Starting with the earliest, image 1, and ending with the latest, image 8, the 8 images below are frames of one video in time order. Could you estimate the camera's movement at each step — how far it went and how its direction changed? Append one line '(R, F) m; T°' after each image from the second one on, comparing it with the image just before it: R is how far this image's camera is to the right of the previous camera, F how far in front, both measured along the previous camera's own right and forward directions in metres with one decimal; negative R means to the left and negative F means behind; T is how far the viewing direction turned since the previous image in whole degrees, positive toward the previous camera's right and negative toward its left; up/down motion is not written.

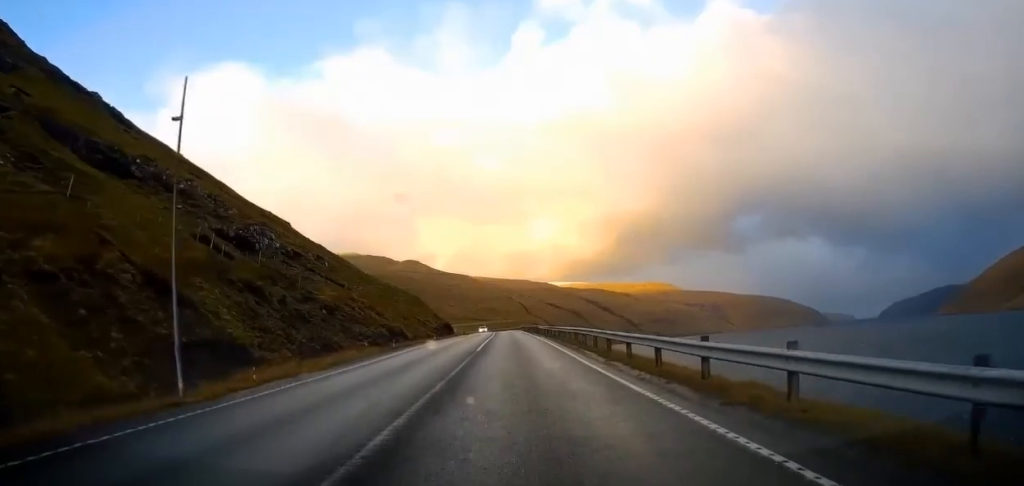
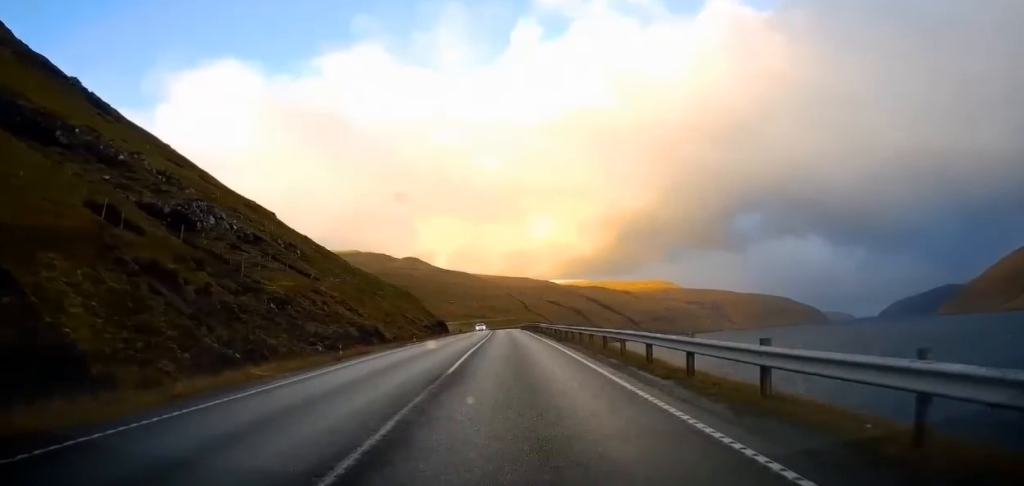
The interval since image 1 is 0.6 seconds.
(+0.3, +11.1) m; 0°
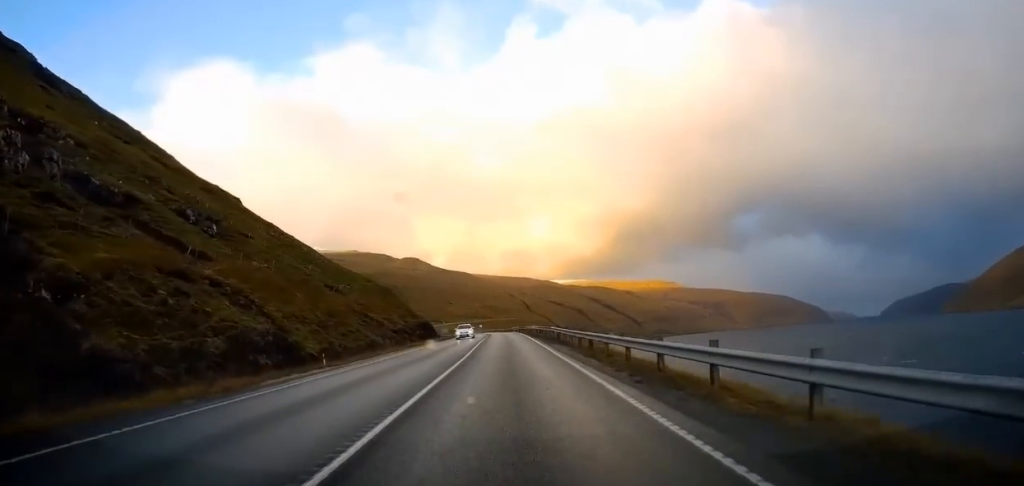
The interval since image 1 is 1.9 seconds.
(-0.2, +21.5) m; 0°
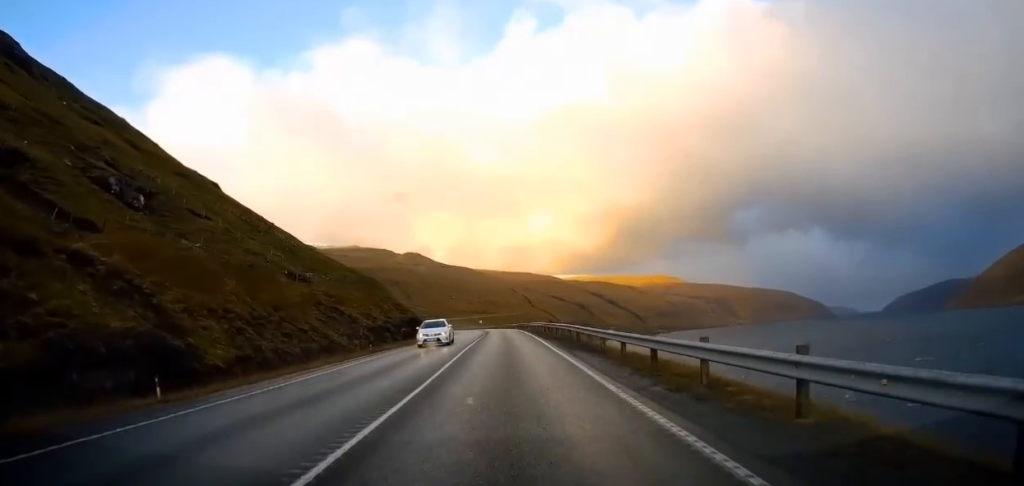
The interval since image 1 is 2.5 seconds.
(+0.2, +11.6) m; +1°
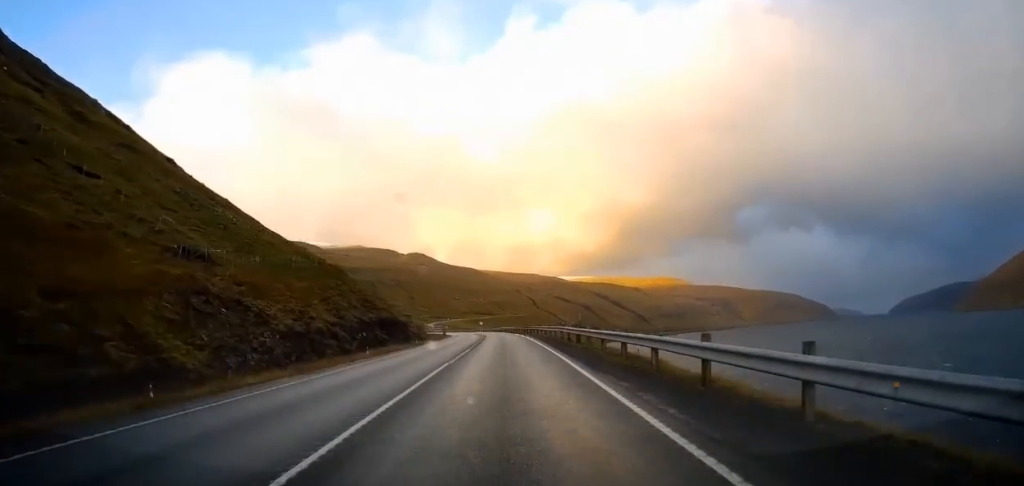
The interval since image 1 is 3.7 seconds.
(+0.3, +20.4) m; 0°
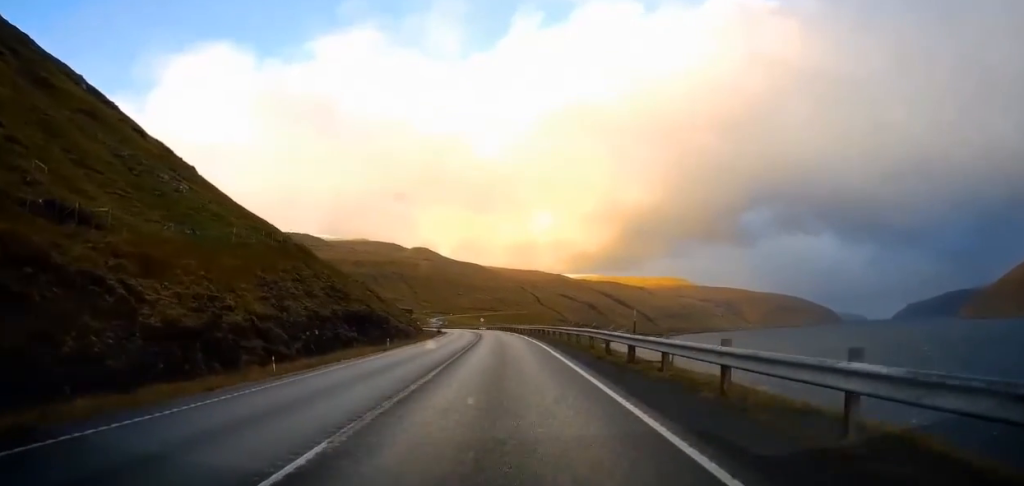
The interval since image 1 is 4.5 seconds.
(-0.2, +13.2) m; -1°
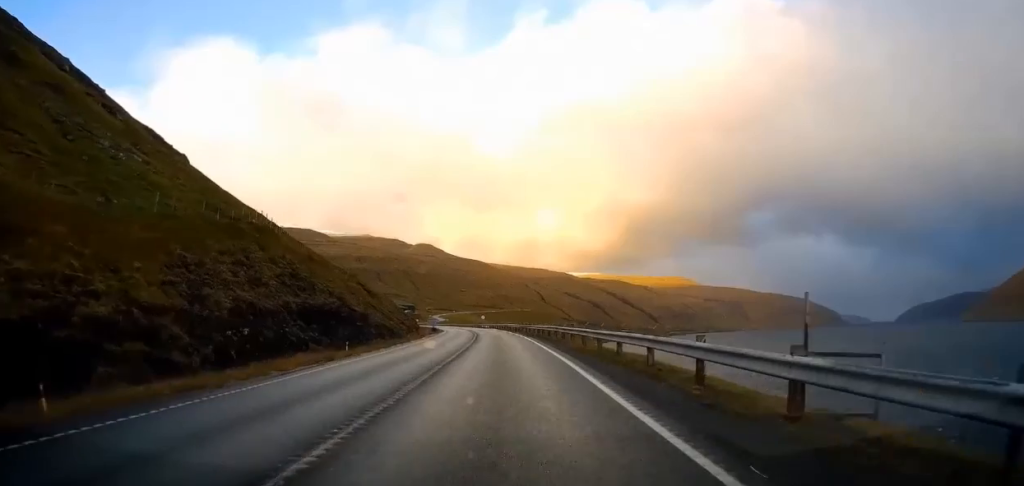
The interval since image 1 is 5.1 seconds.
(-0.2, +10.8) m; -1°
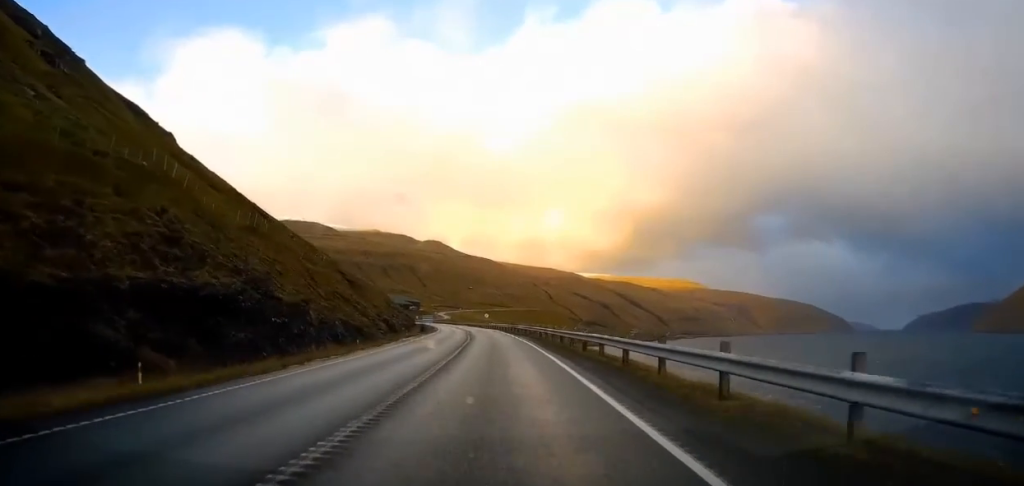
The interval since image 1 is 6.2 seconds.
(+0.1, +17.8) m; 0°
